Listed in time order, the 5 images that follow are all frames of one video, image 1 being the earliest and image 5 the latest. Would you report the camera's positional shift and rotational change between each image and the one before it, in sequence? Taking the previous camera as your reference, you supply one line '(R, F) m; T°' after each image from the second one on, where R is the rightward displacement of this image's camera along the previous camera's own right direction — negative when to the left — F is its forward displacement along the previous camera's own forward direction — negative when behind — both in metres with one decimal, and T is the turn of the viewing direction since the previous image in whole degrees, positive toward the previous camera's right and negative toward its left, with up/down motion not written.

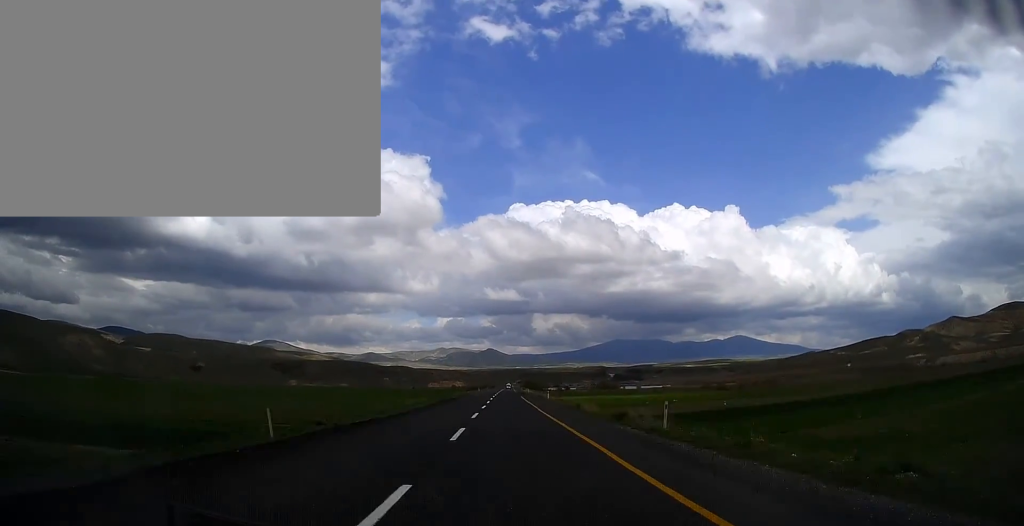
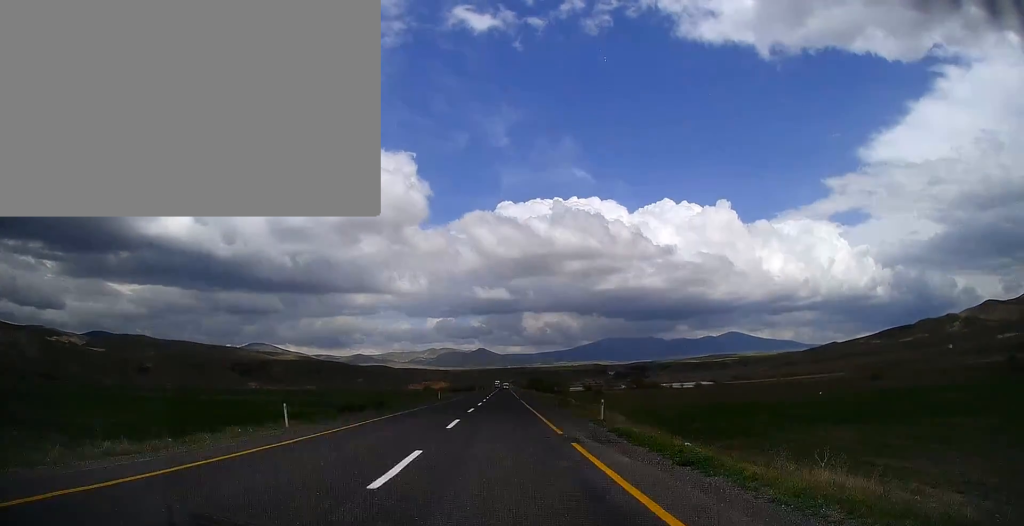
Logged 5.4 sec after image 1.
(+0.4, +163.8) m; 0°
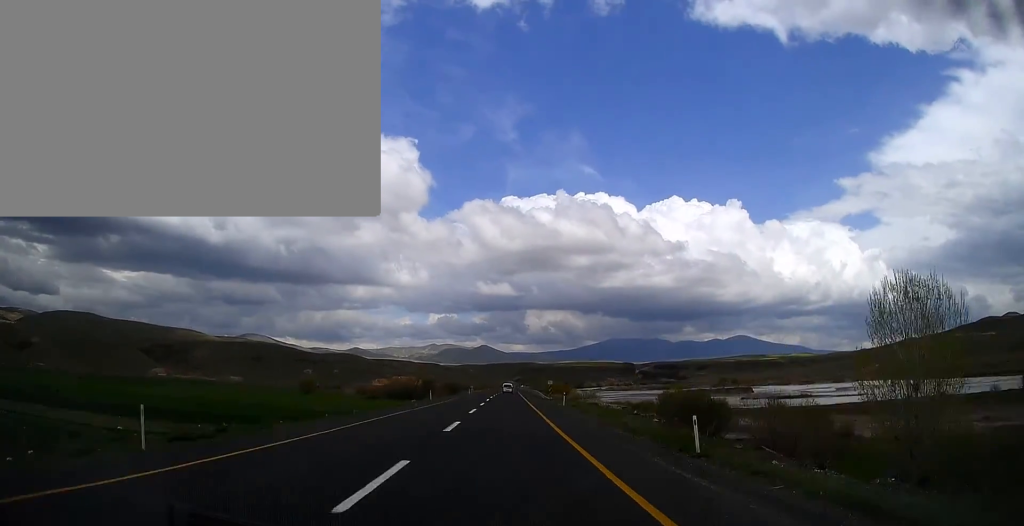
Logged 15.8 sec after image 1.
(+1.0, +318.2) m; 0°
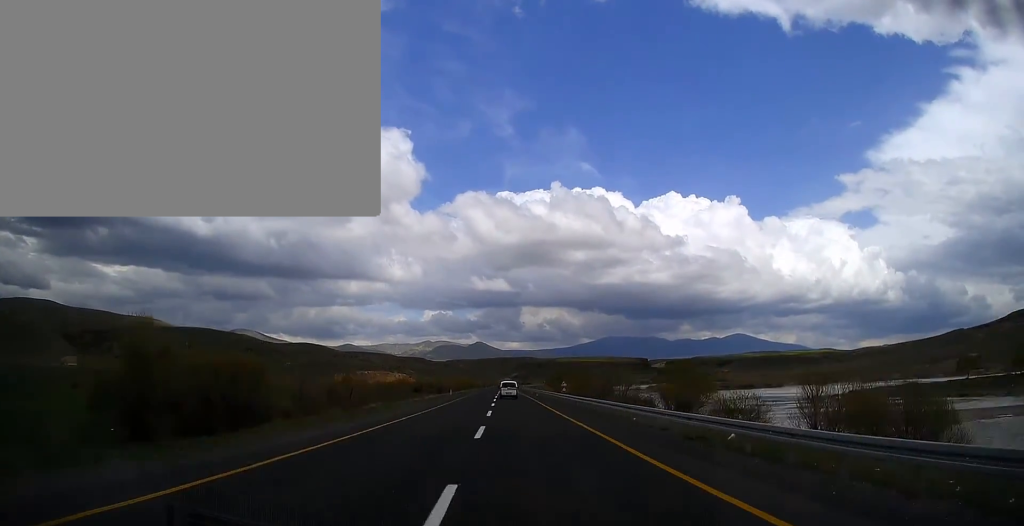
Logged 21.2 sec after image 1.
(-0.4, +167.8) m; +1°
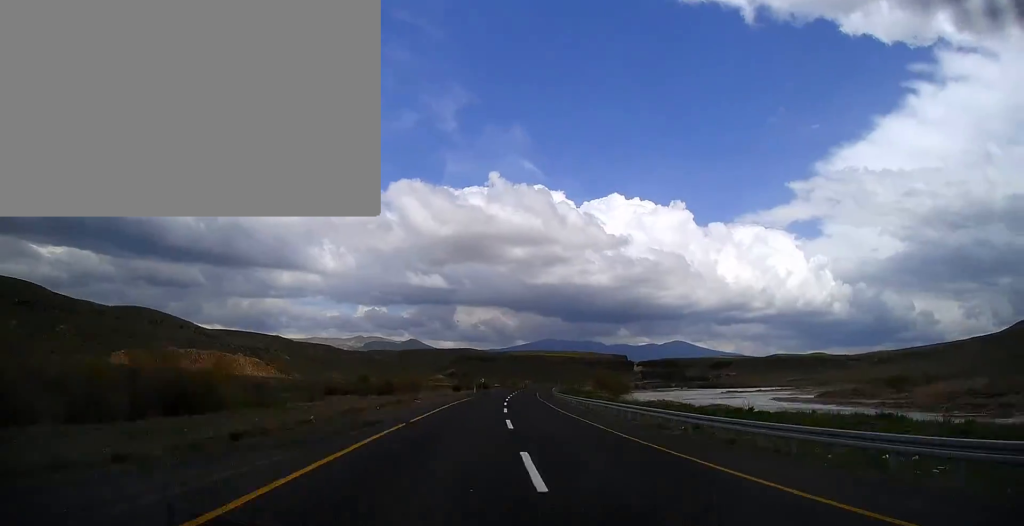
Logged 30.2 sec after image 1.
(+15.3, +280.4) m; +8°
